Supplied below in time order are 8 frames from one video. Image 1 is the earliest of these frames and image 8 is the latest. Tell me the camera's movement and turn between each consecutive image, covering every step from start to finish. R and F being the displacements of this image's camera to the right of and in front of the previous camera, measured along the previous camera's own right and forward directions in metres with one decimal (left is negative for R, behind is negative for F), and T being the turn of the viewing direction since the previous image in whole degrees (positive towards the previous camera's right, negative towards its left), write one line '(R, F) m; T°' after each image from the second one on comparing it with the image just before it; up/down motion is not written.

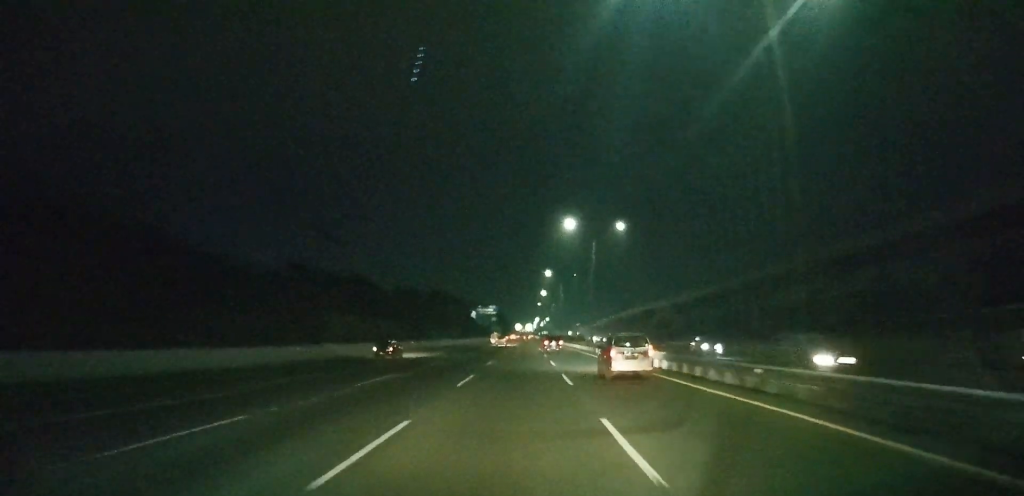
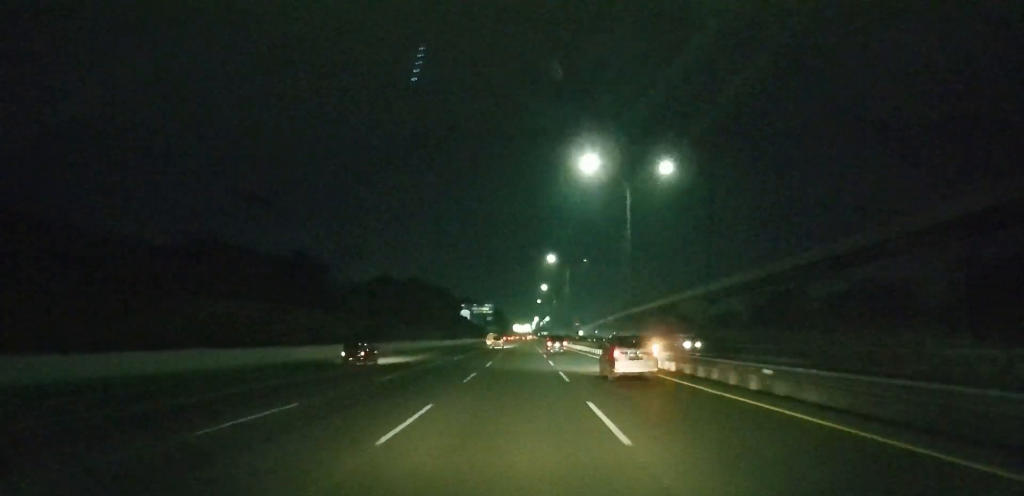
(0.0, +29.5) m; 0°
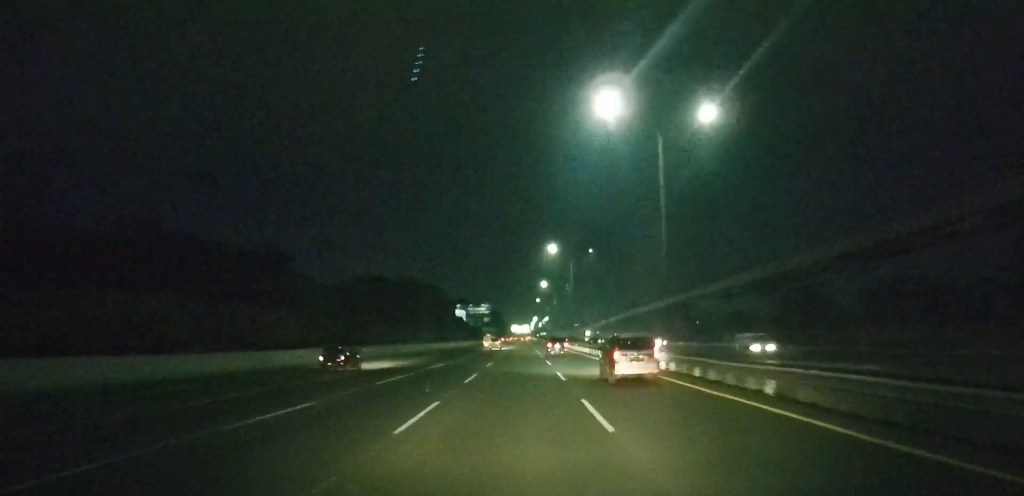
(0.0, +13.4) m; 0°
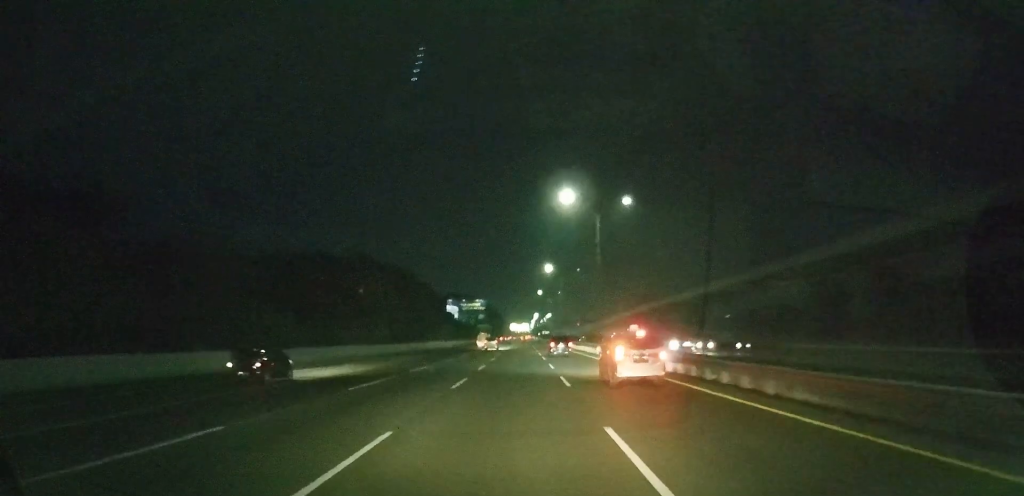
(+0.1, +34.5) m; 0°
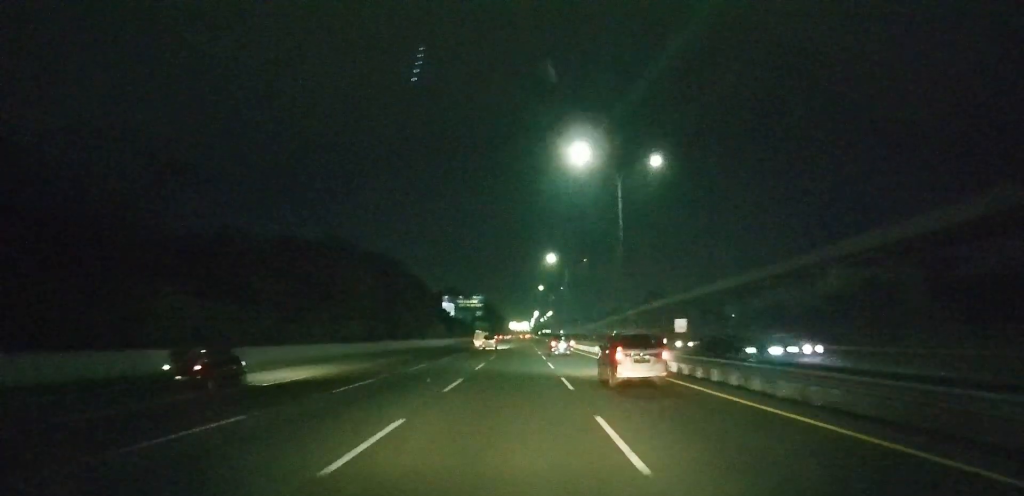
(0.0, +14.5) m; 0°
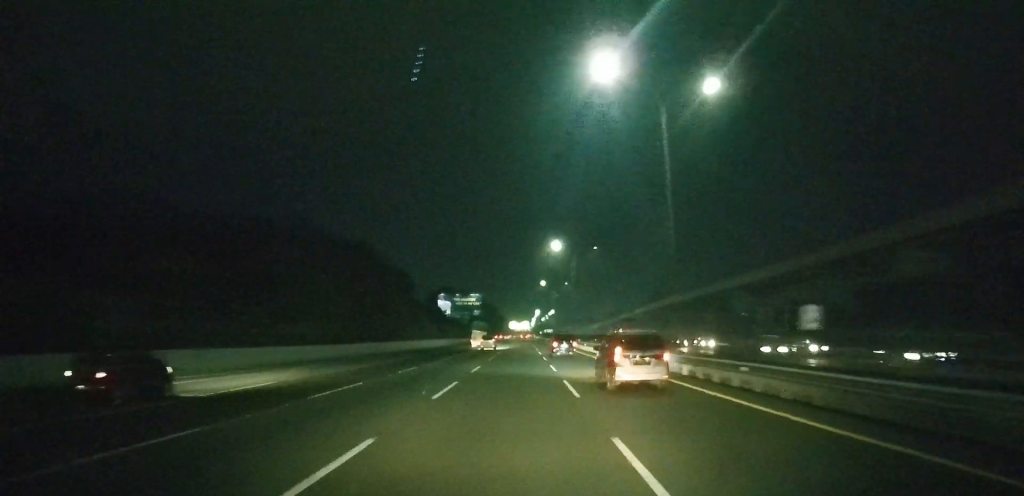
(-0.1, +14.0) m; 0°
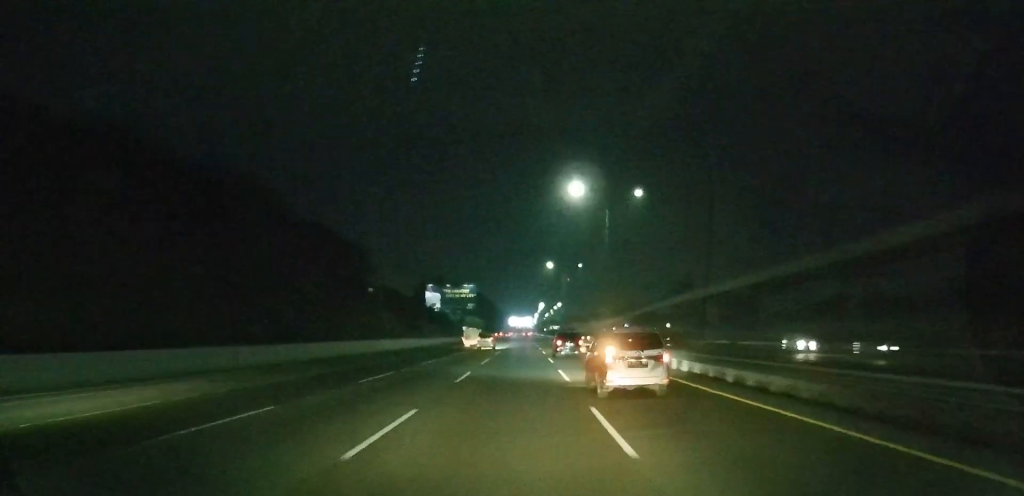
(0.0, +32.8) m; 0°
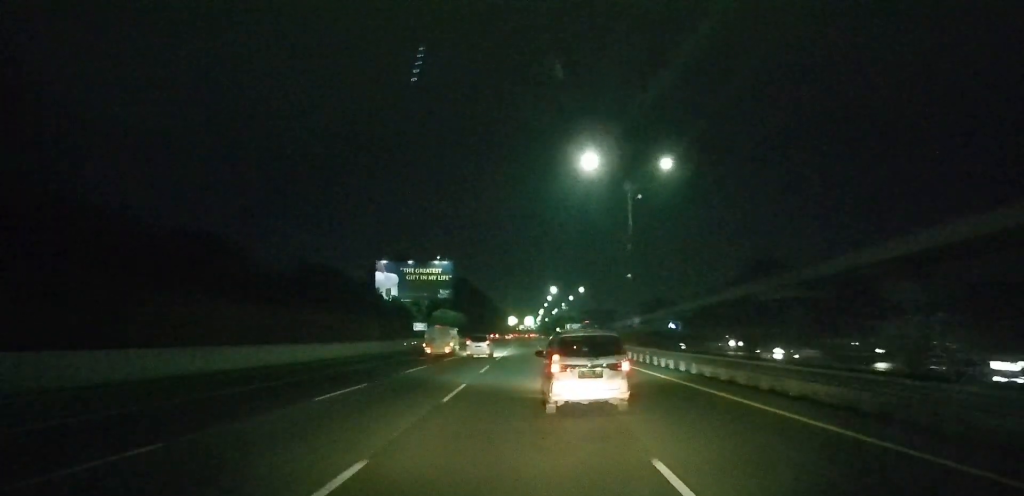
(-0.1, +61.4) m; 0°
